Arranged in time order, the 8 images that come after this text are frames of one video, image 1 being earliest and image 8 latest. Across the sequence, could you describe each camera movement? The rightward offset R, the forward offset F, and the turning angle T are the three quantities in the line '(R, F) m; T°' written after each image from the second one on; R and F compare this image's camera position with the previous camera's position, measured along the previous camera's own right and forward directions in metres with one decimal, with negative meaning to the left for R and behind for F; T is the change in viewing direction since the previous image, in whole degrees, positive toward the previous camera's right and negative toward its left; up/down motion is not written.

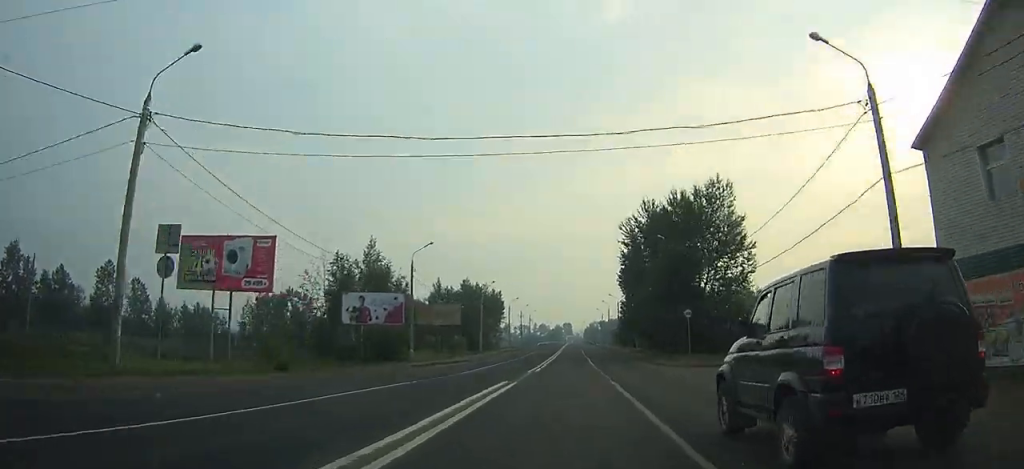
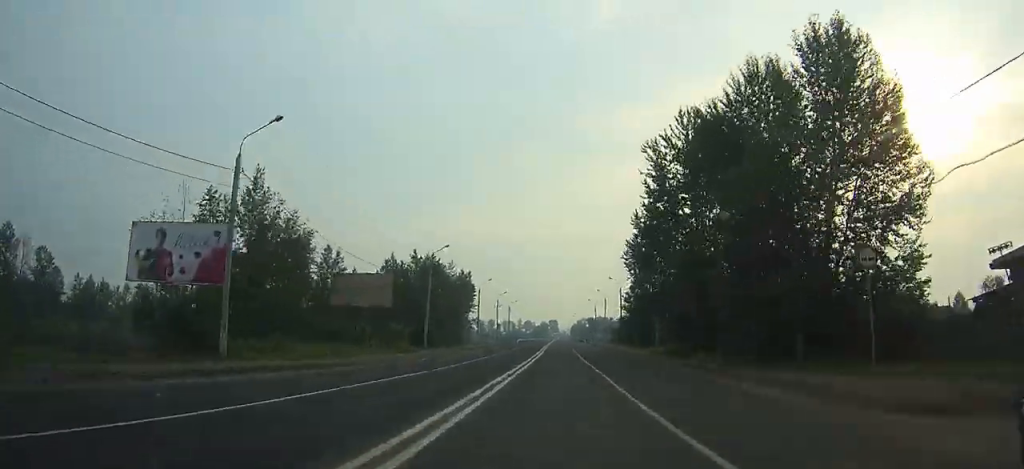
(-0.9, +27.2) m; +1°
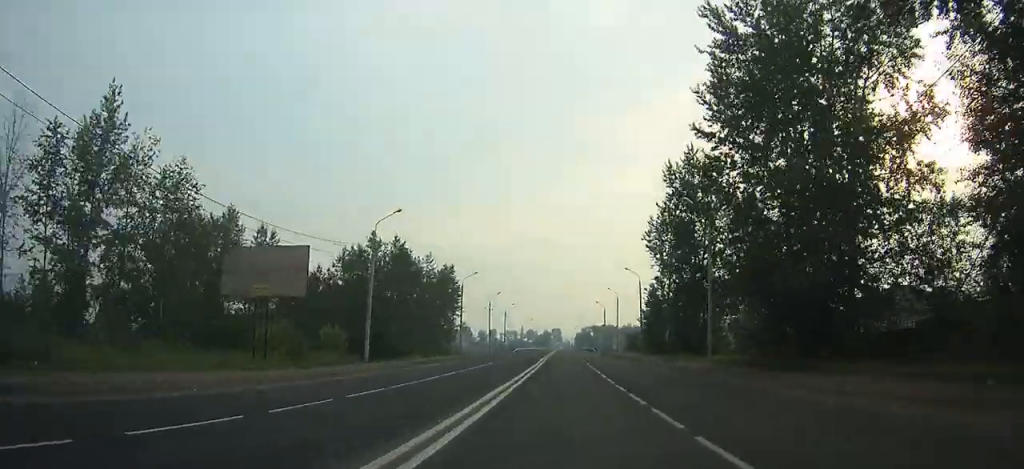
(+1.3, +19.7) m; +2°
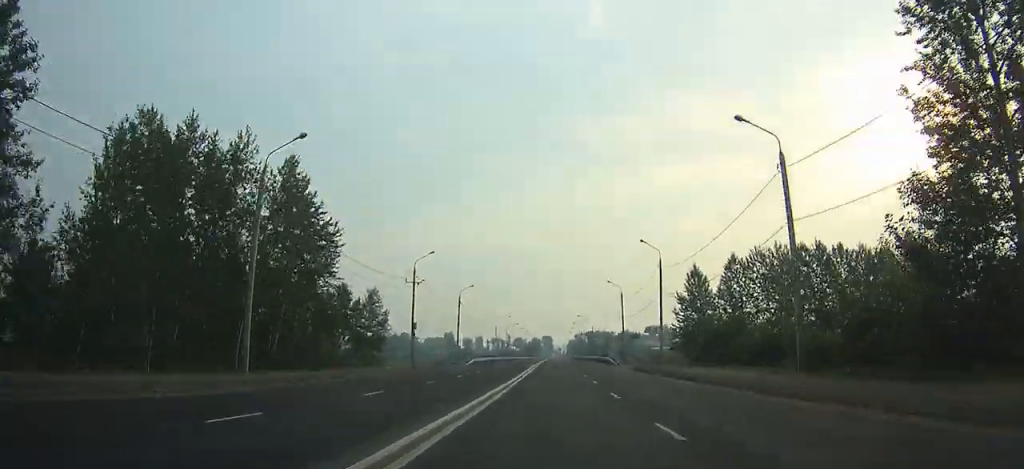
(+1.6, +53.7) m; +2°
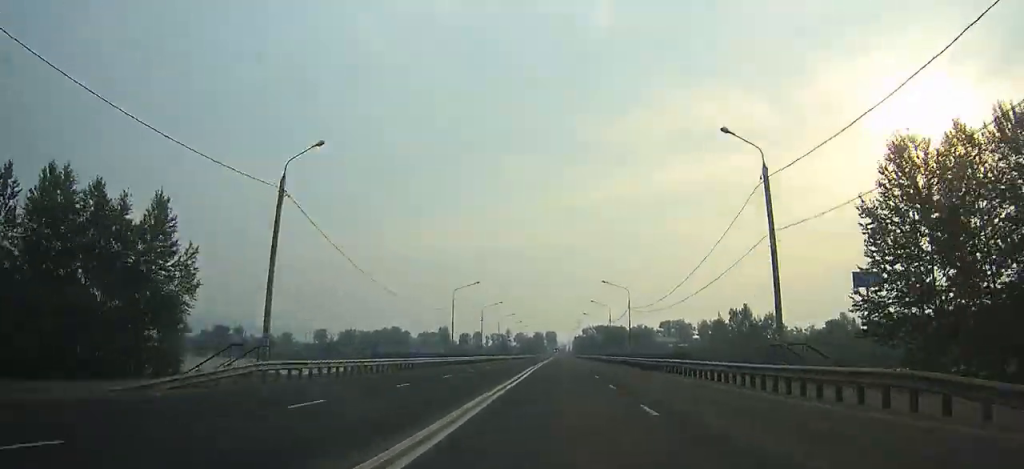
(0.0, +54.0) m; 0°
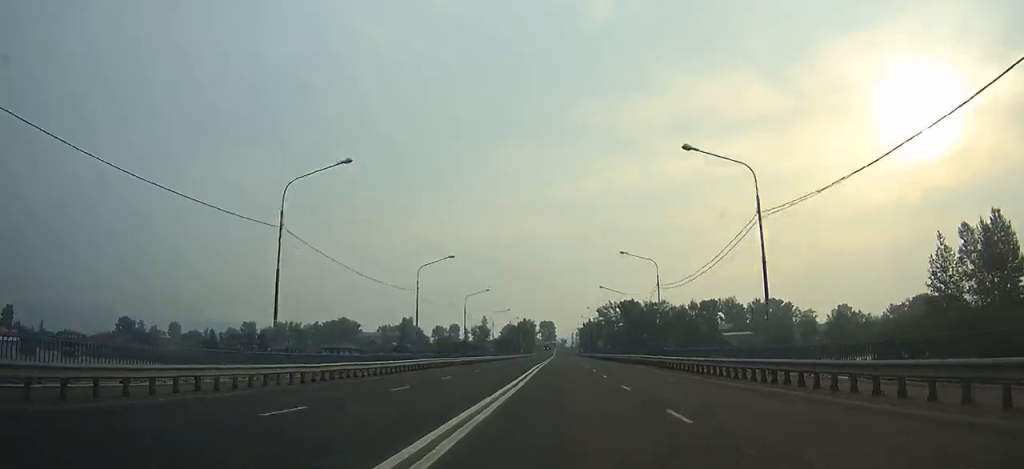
(-0.1, +133.9) m; 0°
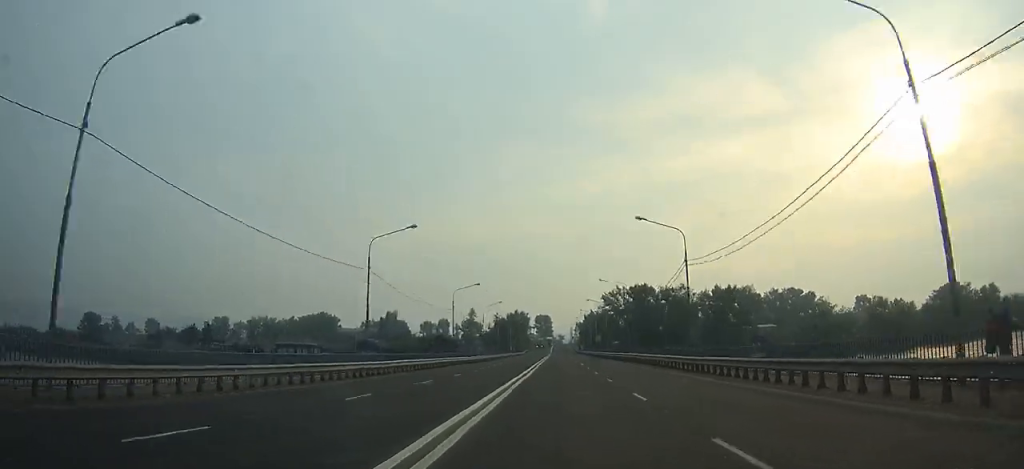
(0.0, +35.9) m; 0°
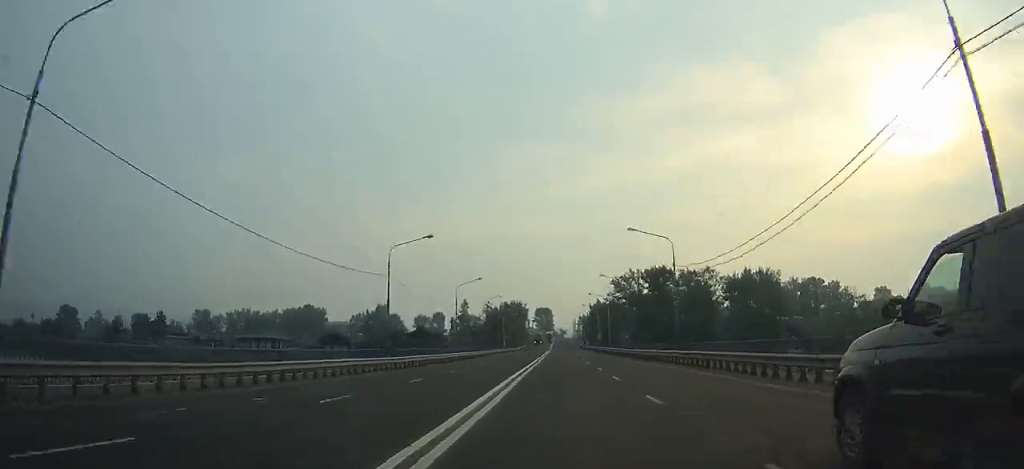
(0.0, +26.3) m; +2°
